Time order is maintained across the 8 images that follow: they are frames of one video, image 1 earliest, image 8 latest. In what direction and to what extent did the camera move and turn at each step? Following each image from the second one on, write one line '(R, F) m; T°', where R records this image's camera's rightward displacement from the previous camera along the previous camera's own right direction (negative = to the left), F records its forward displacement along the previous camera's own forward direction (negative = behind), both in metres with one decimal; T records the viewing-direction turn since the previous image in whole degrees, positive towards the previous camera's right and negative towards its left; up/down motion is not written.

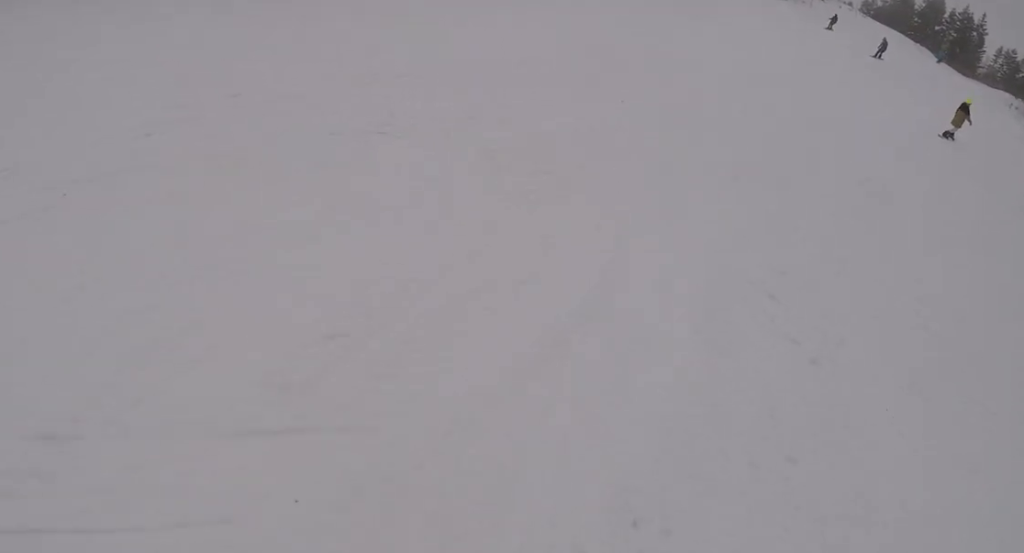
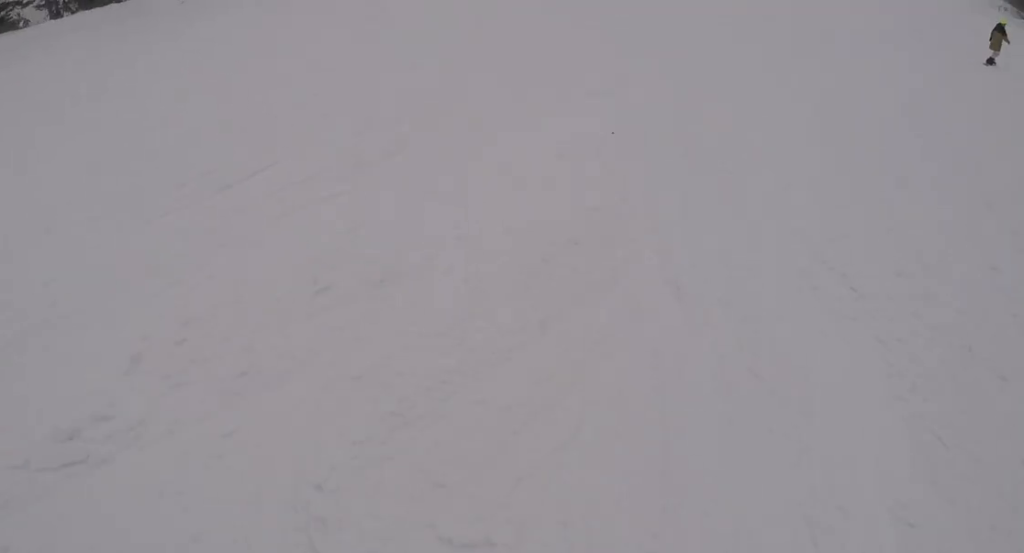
(-0.6, +3.8) m; -1°
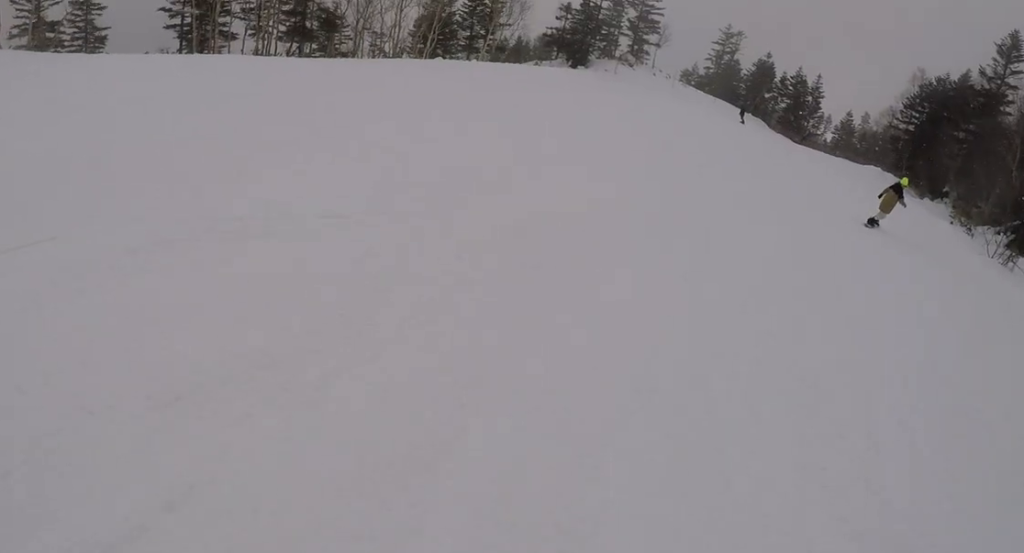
(+4.2, +15.0) m; +20°
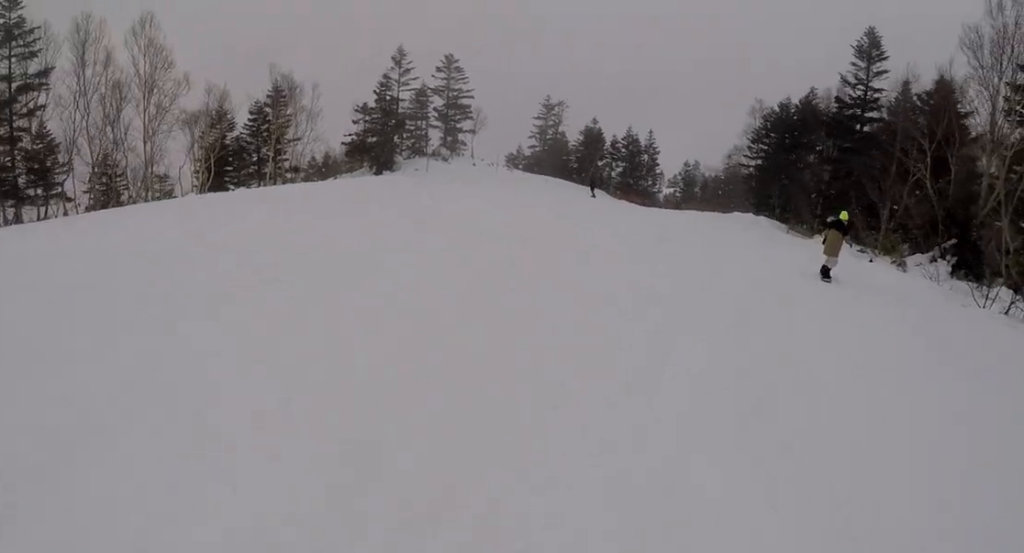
(-1.4, +8.2) m; -10°
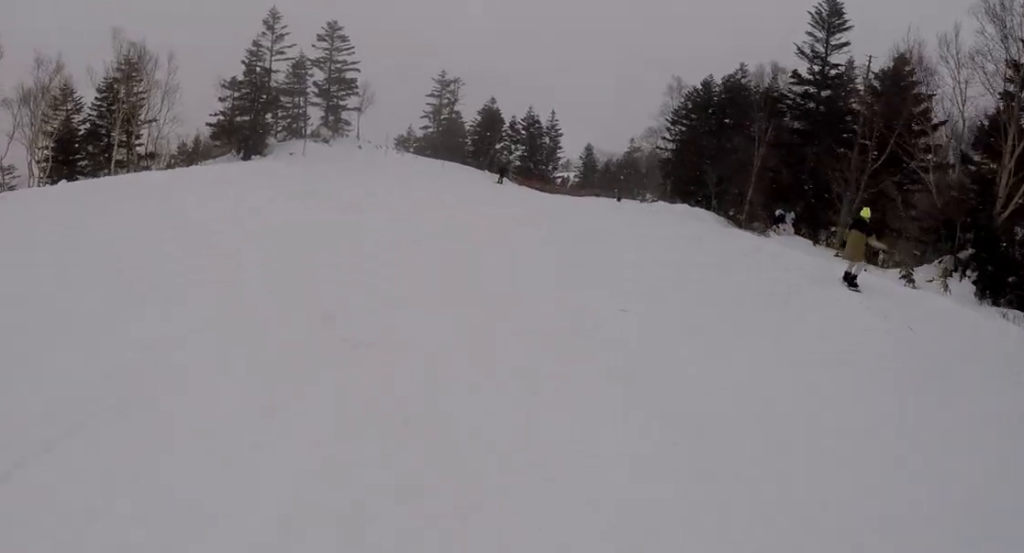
(0.0, +5.9) m; 0°
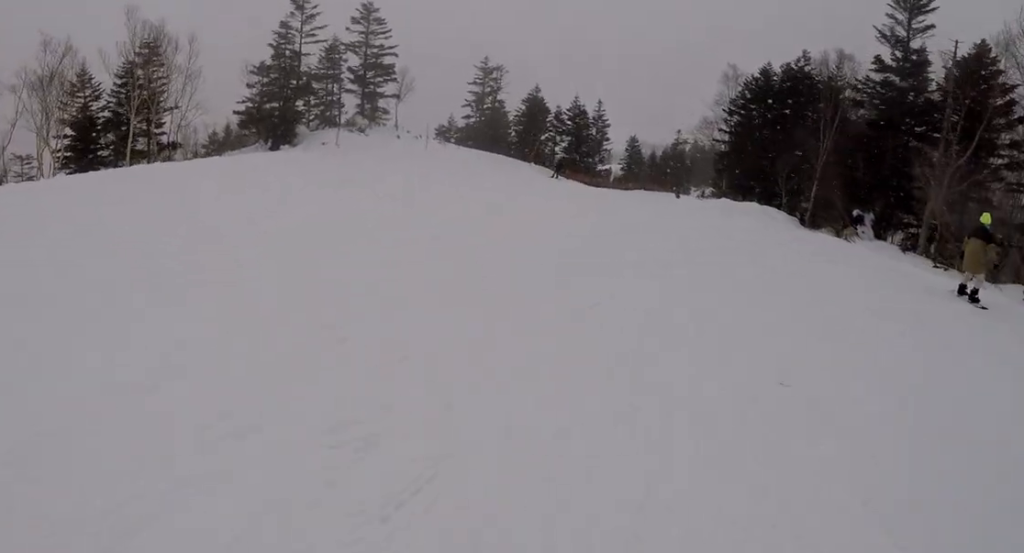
(0.0, +2.9) m; 0°
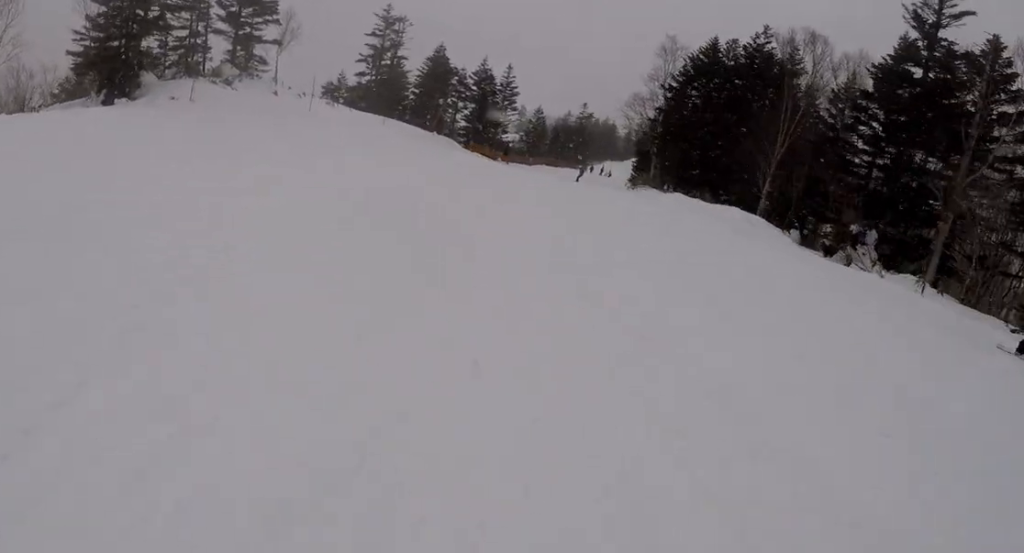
(0.0, +7.9) m; 0°
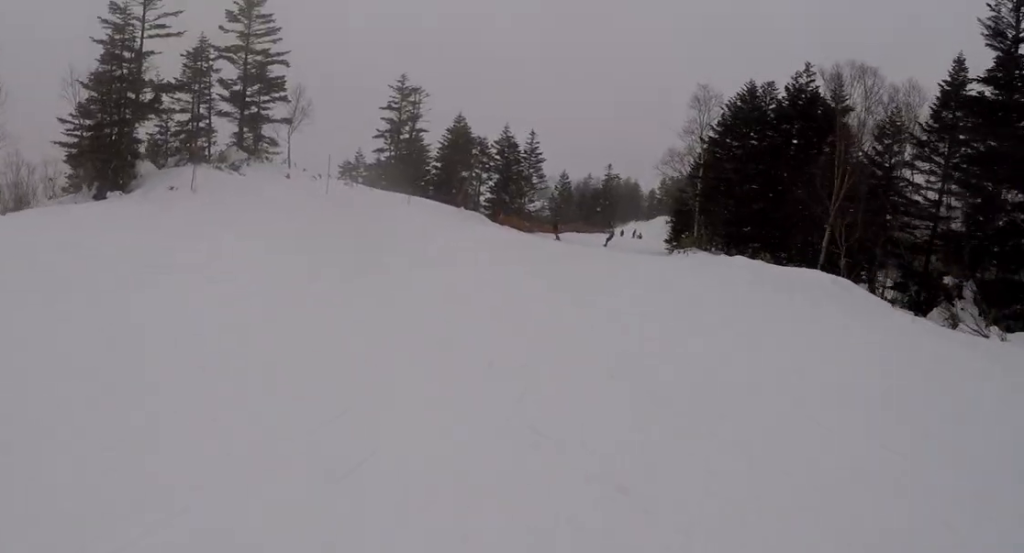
(0.0, +3.1) m; 0°
